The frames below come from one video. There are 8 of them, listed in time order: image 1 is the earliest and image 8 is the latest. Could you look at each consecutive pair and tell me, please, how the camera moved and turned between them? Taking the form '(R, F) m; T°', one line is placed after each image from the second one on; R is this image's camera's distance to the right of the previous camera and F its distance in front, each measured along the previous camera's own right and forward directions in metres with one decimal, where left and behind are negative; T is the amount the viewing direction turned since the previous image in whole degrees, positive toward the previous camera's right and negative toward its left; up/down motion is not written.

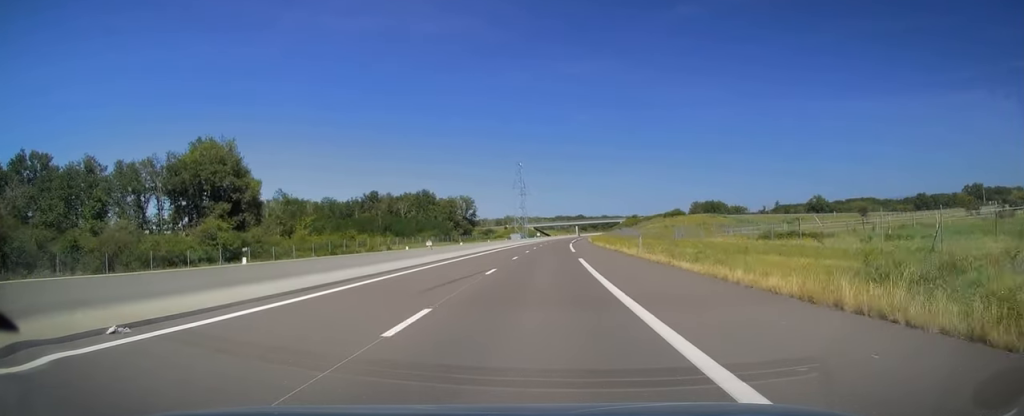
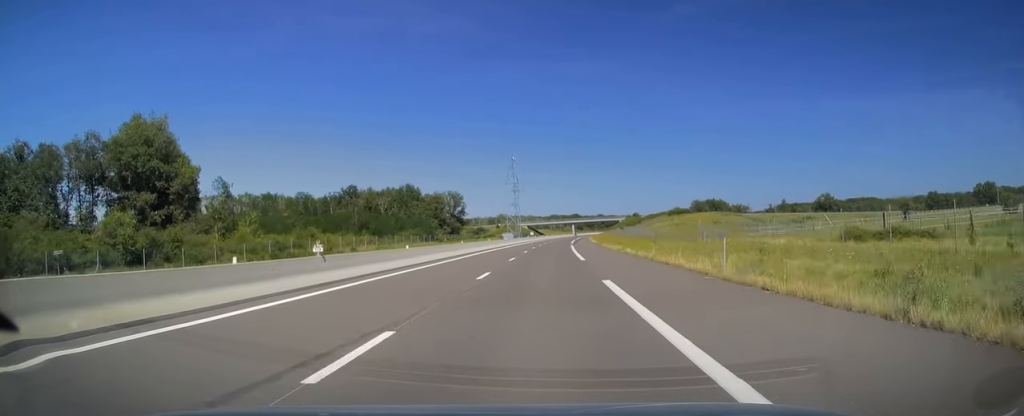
(0.0, +15.9) m; +1°
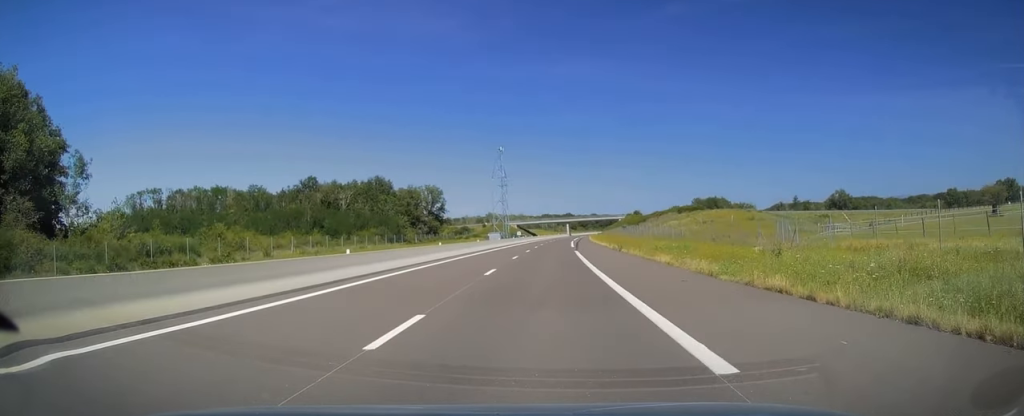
(+0.2, +24.3) m; +1°
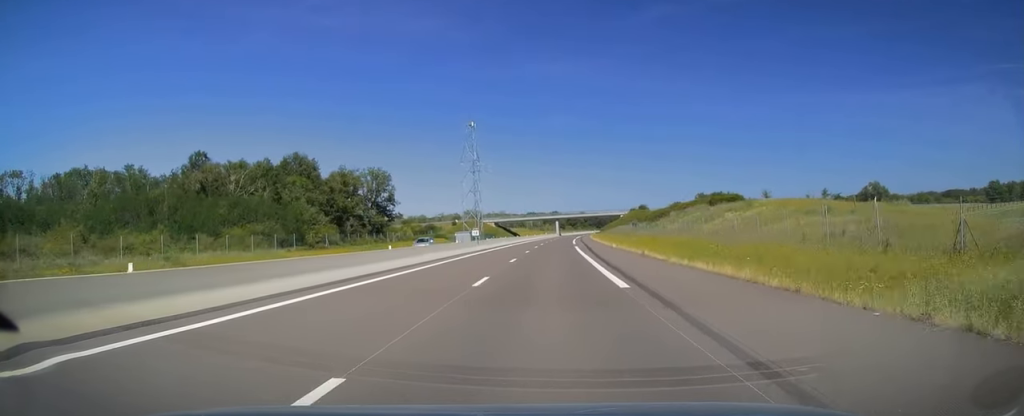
(+0.4, +43.5) m; +1°
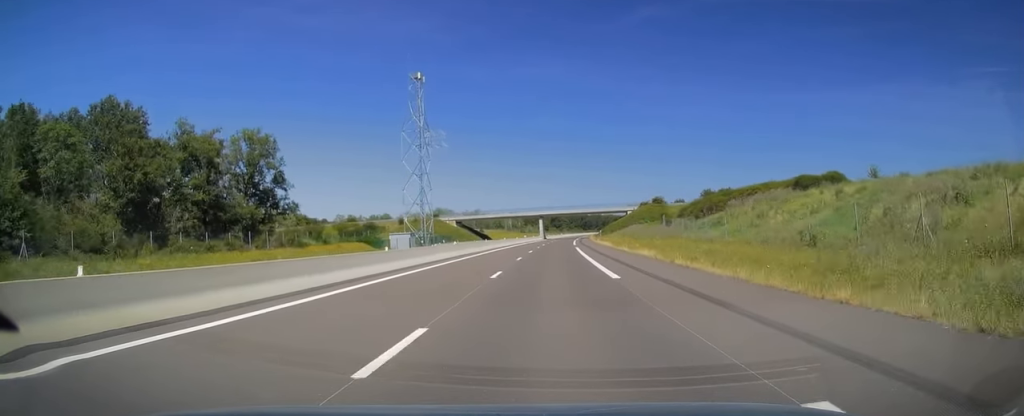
(+1.0, +48.8) m; +2°
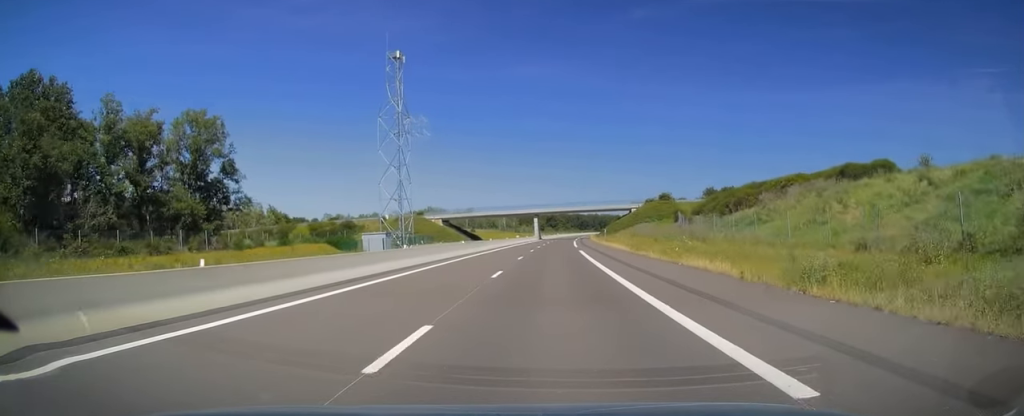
(+0.2, +12.8) m; 0°
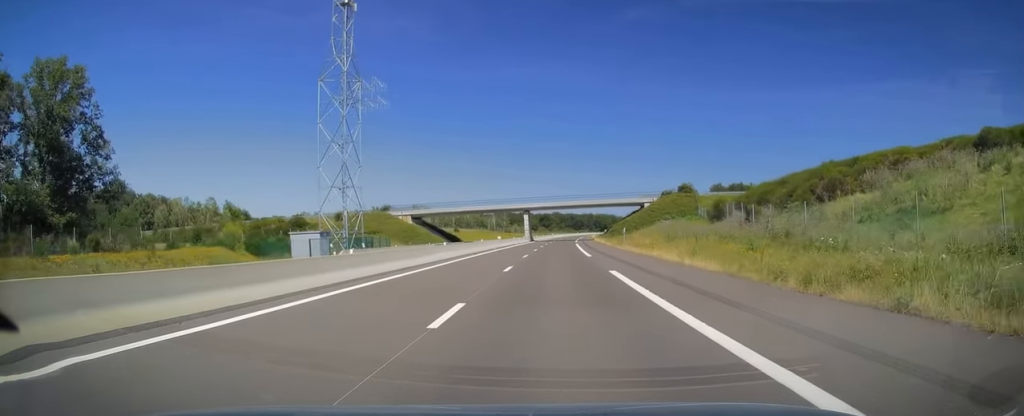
(-0.3, +23.2) m; 0°
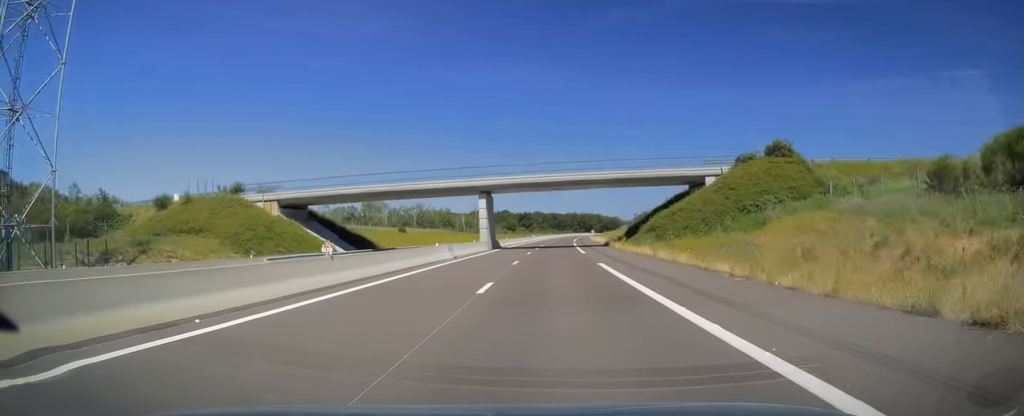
(+0.9, +46.8) m; +2°
